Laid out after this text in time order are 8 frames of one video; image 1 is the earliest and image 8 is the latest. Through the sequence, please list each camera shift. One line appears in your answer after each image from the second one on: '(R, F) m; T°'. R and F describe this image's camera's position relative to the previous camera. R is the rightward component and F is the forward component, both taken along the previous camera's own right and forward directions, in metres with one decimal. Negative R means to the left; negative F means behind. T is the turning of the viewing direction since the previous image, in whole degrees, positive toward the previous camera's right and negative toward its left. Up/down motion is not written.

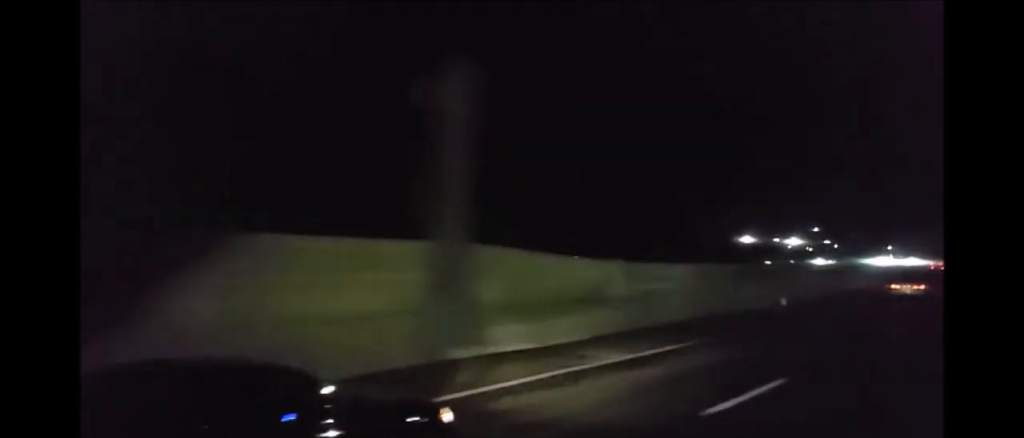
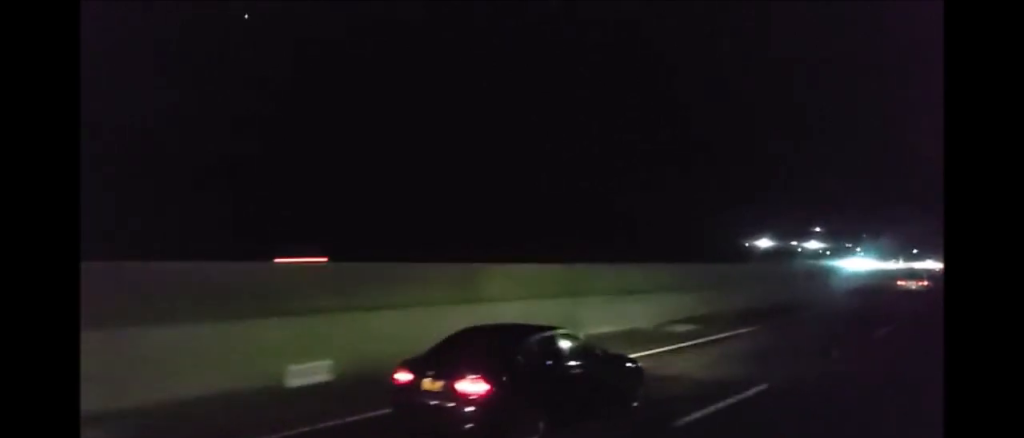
(-0.8, +37.6) m; -2°
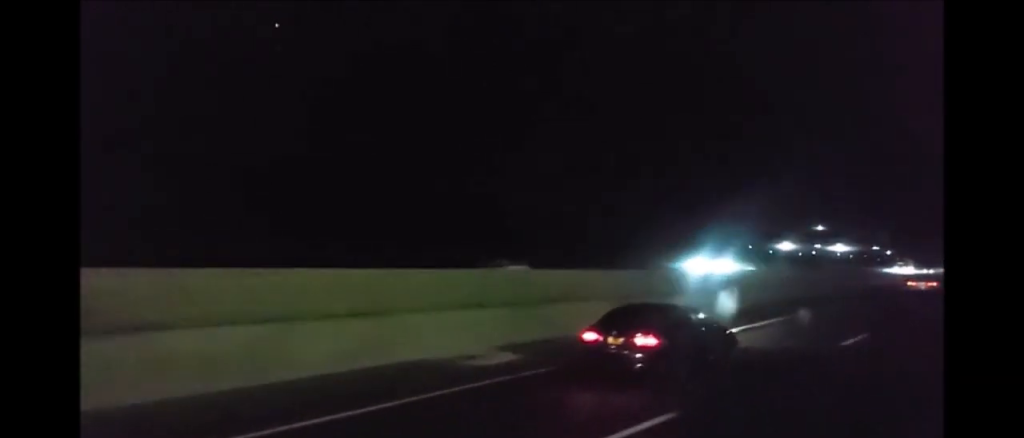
(-0.5, +38.4) m; -2°
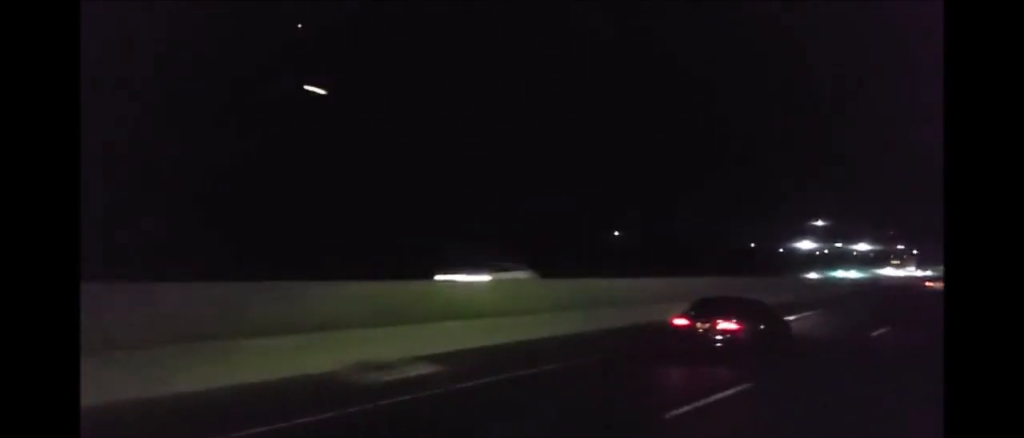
(-0.6, +29.3) m; -2°
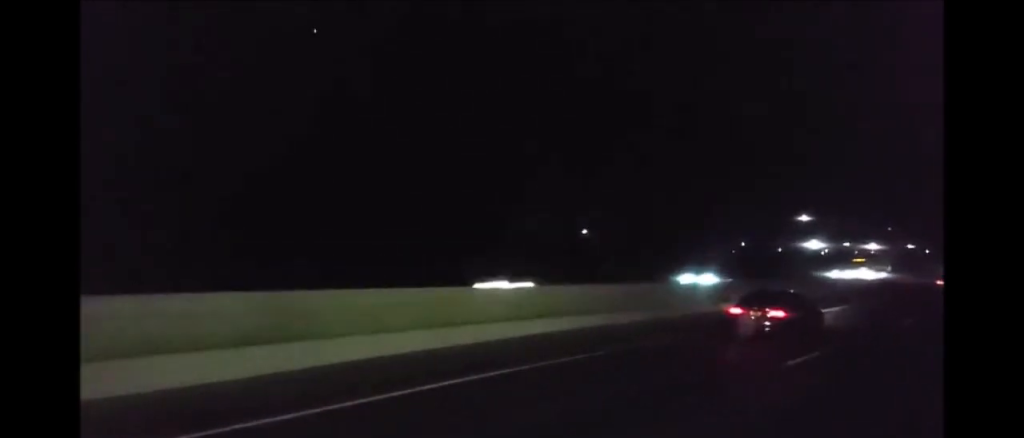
(-0.3, +24.1) m; -1°
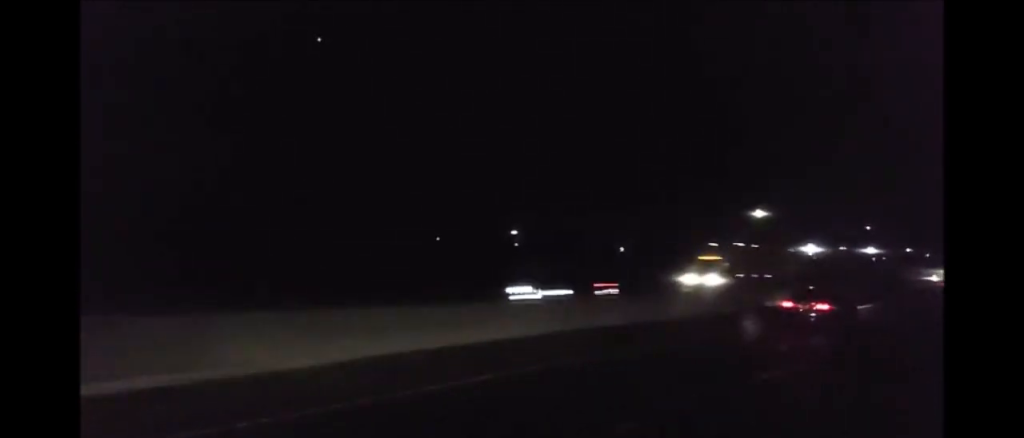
(-0.2, +33.8) m; 0°
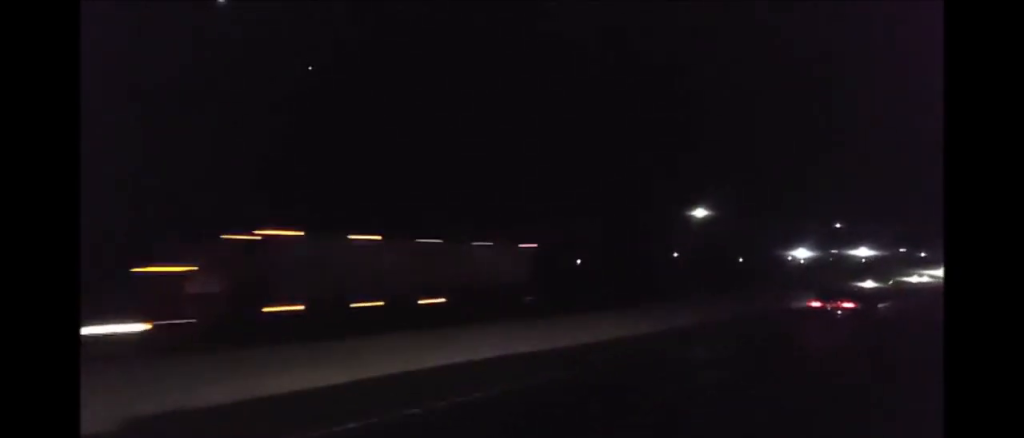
(0.0, +25.4) m; 0°
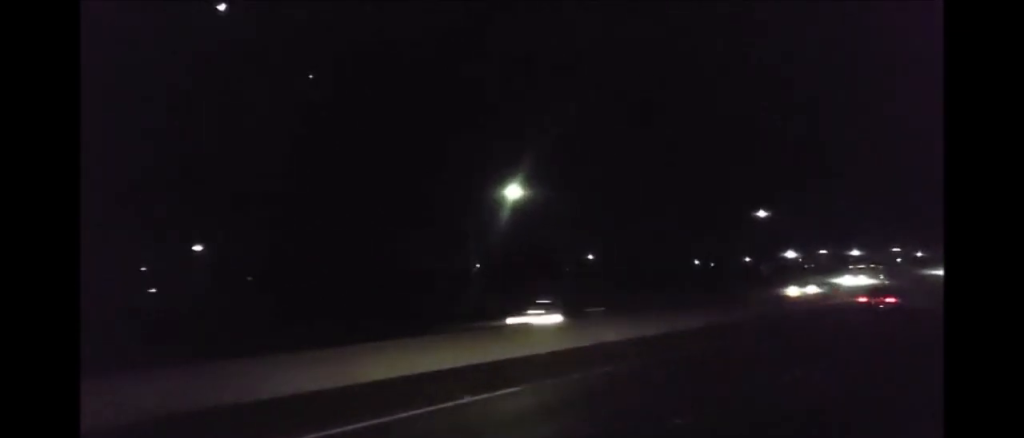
(-0.1, +48.1) m; -2°
